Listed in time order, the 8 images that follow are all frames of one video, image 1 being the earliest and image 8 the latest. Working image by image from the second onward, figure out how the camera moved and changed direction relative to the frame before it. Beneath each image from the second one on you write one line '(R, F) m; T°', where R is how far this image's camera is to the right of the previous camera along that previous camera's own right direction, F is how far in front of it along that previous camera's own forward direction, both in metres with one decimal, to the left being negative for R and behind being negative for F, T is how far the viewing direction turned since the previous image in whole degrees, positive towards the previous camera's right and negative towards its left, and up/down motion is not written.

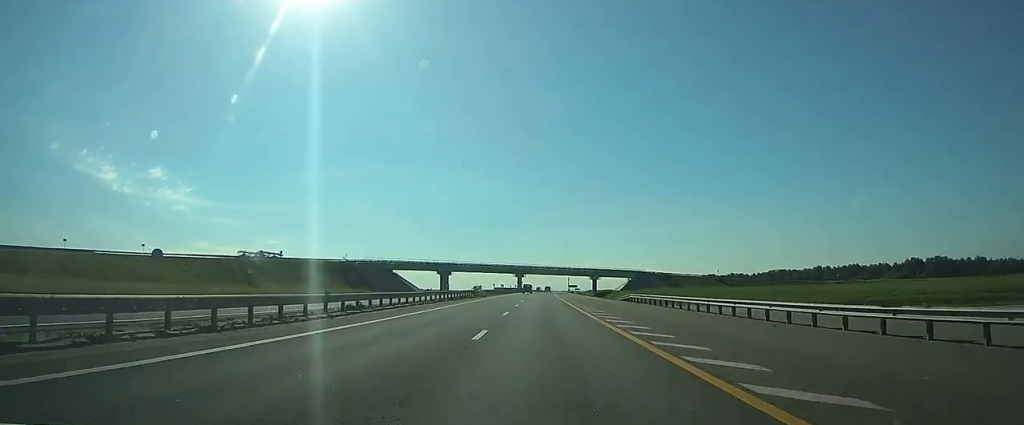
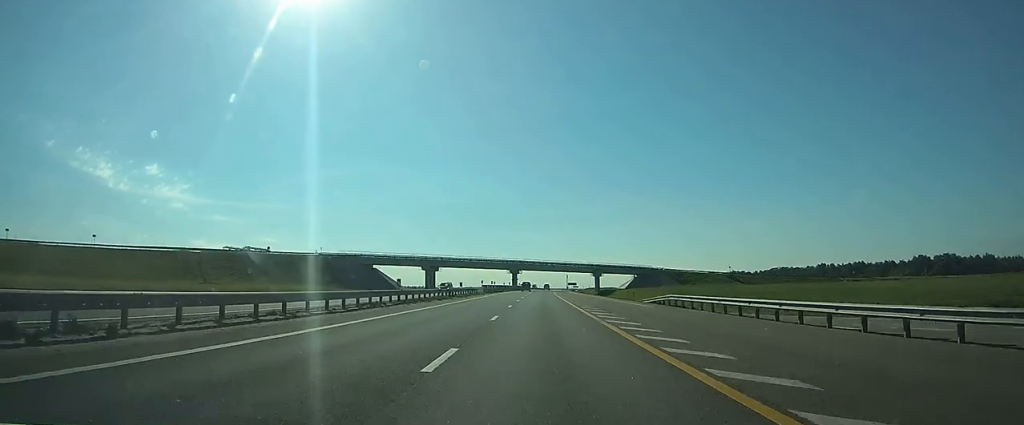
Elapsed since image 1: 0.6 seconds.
(+0.1, +17.2) m; +1°
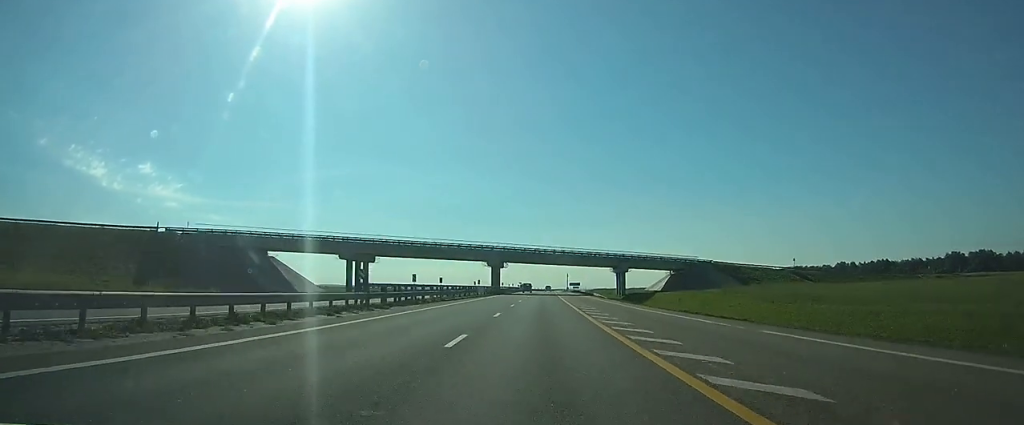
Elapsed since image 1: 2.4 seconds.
(+0.4, +56.0) m; +1°
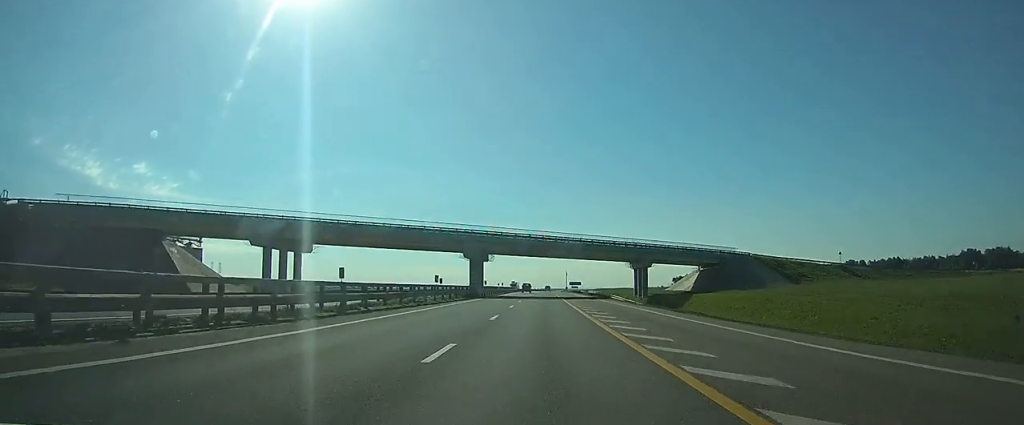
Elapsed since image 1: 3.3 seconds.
(+0.1, +25.8) m; 0°
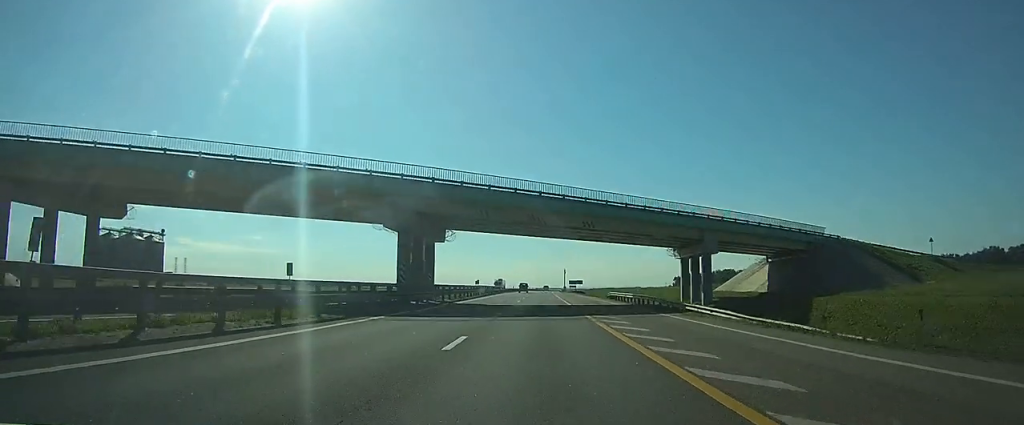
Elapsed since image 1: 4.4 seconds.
(+0.1, +33.6) m; 0°
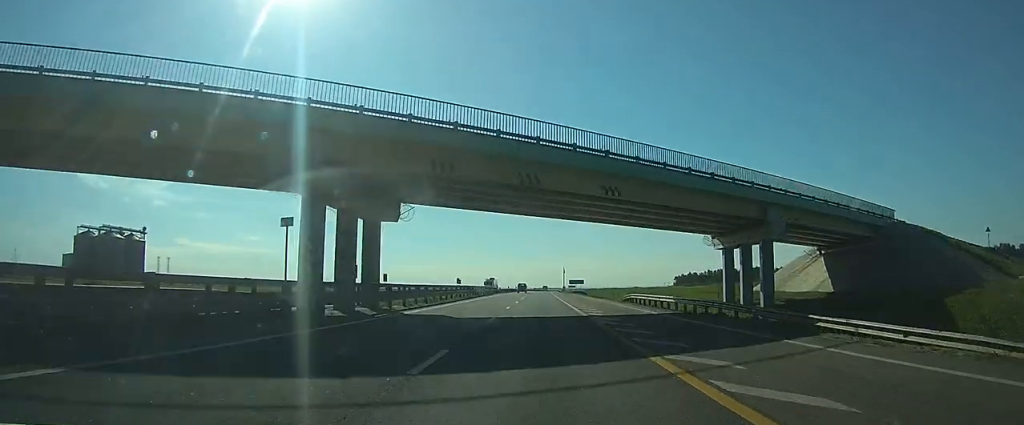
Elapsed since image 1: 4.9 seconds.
(0.0, +14.7) m; 0°
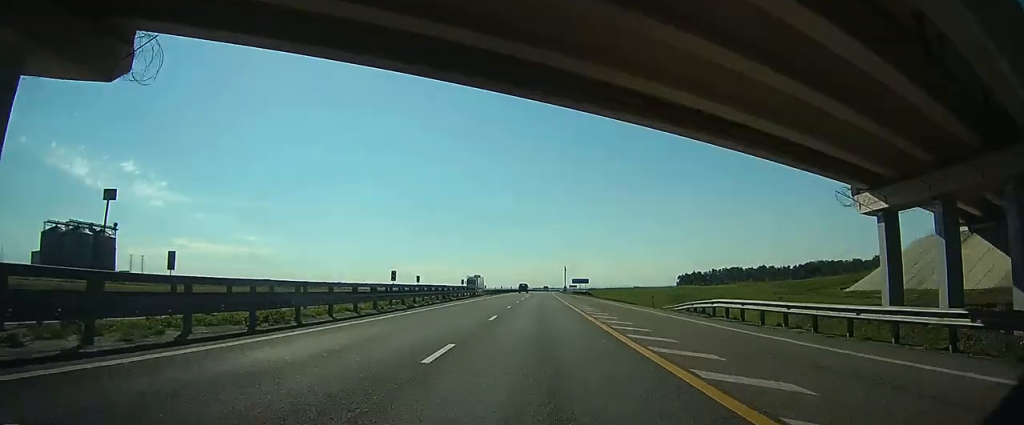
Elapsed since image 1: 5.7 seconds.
(+0.1, +22.5) m; 0°
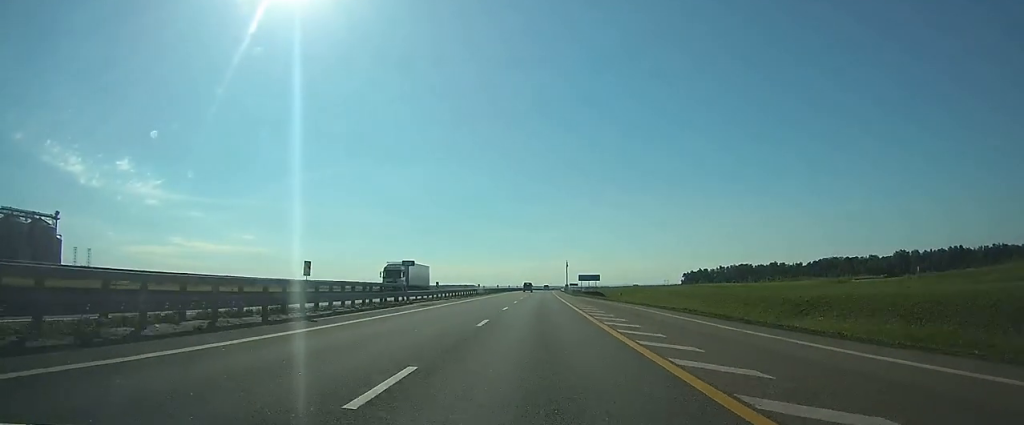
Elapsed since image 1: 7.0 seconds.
(0.0, +38.9) m; 0°
